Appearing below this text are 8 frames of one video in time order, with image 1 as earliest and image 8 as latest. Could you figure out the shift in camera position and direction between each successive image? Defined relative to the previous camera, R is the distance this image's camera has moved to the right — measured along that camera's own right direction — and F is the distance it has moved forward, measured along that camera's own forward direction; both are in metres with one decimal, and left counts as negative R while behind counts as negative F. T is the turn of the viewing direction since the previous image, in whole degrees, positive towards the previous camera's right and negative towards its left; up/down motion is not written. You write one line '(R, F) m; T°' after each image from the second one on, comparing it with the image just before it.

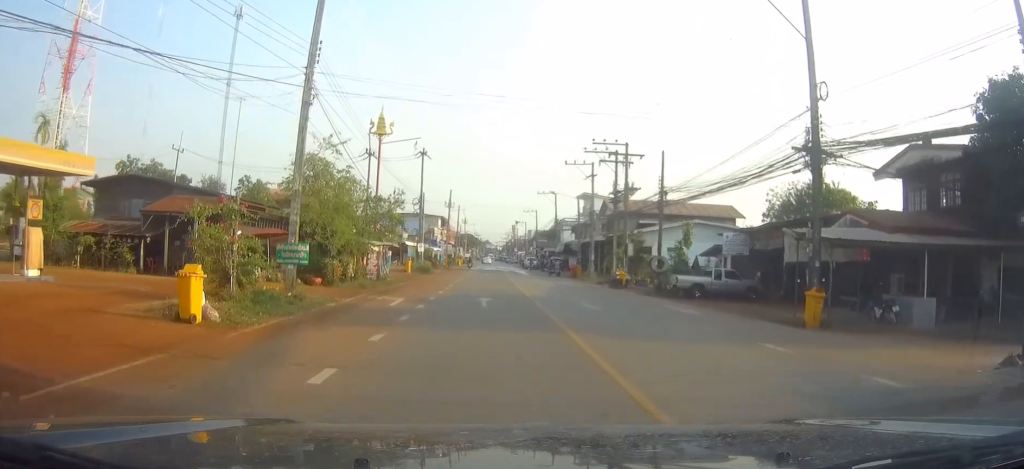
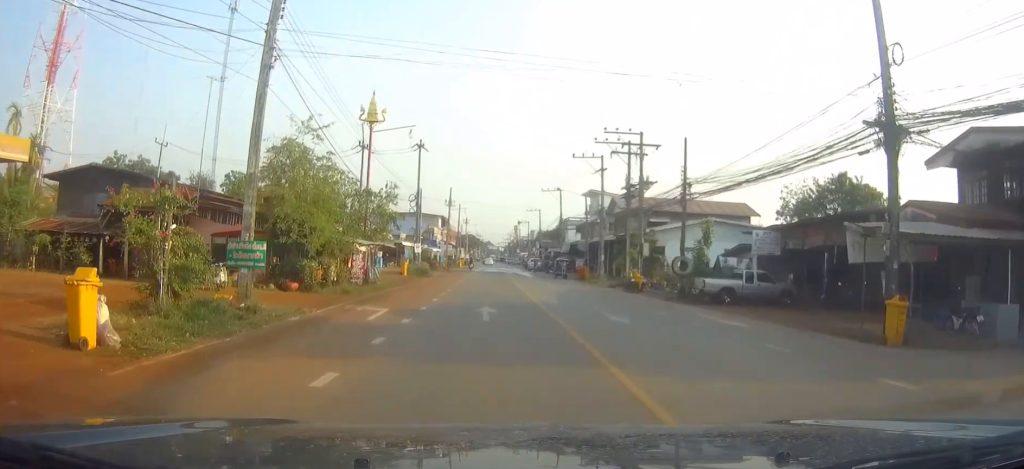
(0.0, +4.2) m; -1°
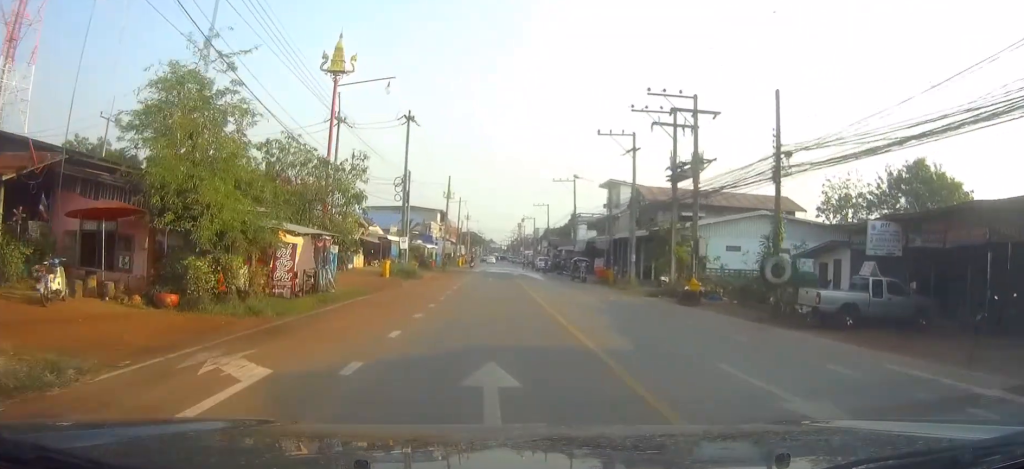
(-0.2, +11.2) m; -3°
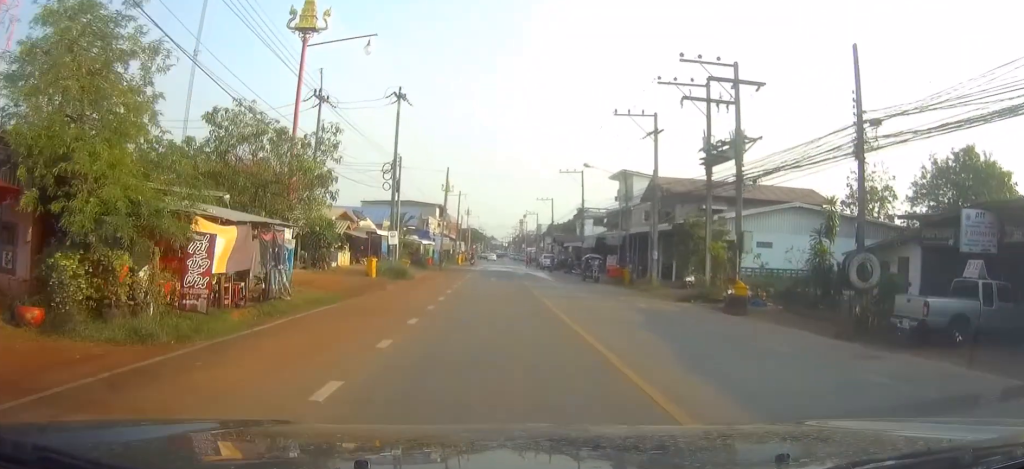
(0.0, +5.6) m; -2°
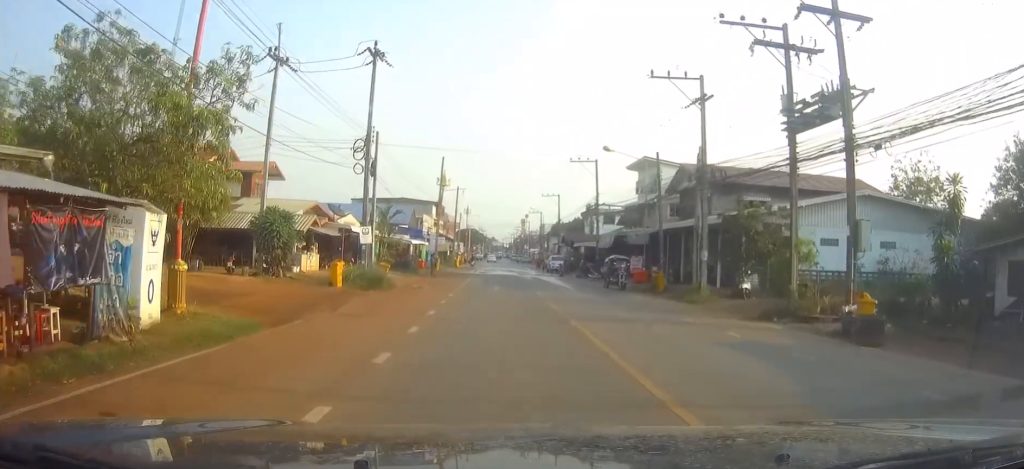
(-0.2, +9.1) m; 0°
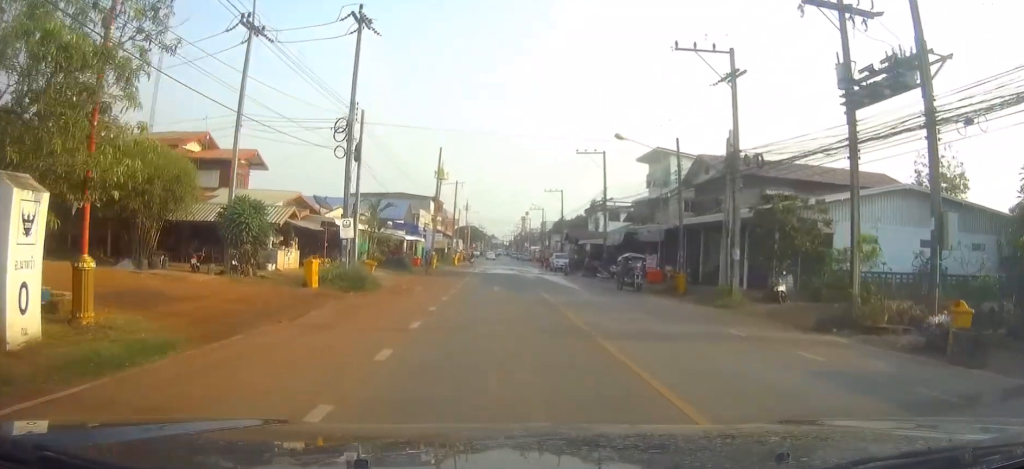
(0.0, +4.2) m; +1°
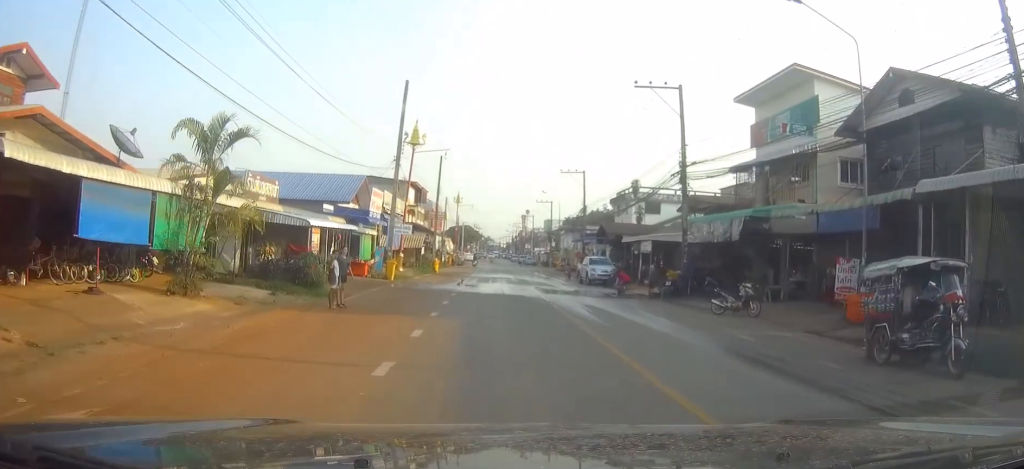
(+0.9, +25.6) m; +2°
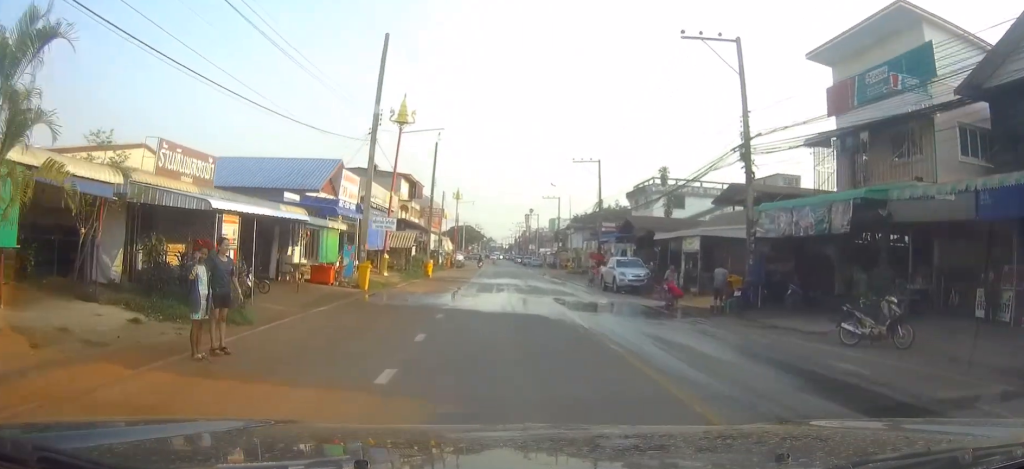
(0.0, +8.6) m; 0°
